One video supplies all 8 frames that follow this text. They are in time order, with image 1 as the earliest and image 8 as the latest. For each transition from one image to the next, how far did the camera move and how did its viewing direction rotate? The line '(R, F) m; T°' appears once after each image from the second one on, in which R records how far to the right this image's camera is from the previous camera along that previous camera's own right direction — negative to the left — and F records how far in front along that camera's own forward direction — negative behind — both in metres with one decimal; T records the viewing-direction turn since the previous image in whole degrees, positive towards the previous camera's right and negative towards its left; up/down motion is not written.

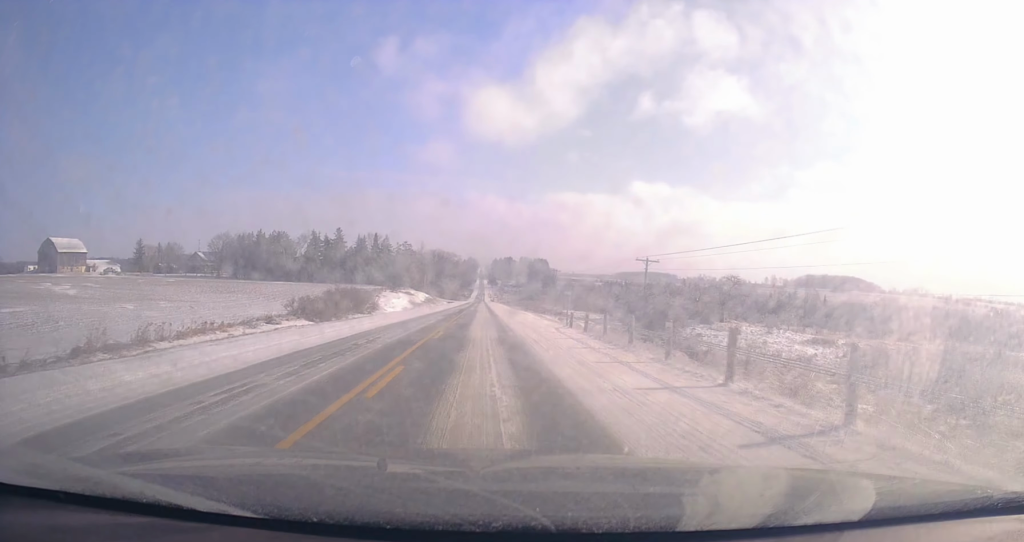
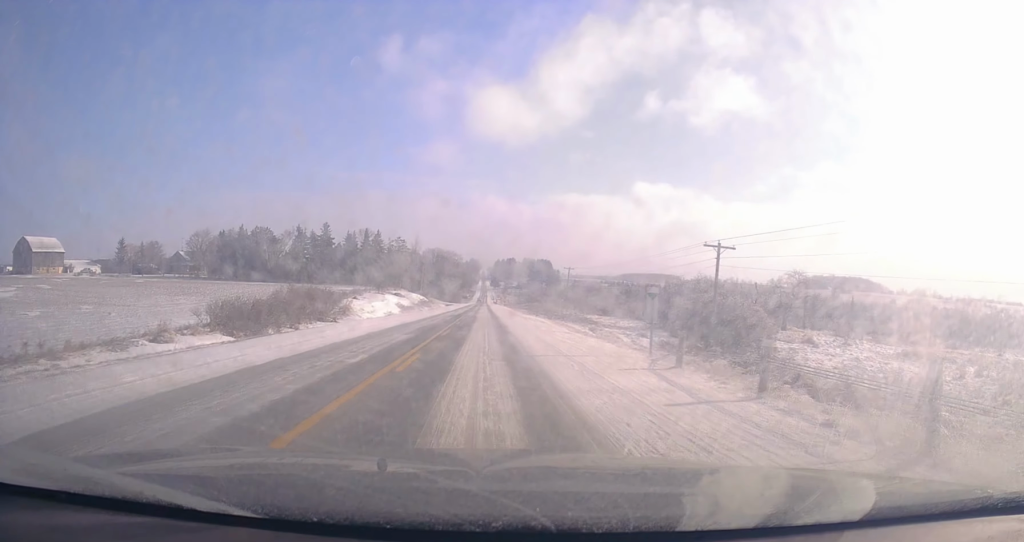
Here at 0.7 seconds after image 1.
(-0.1, +16.0) m; -1°
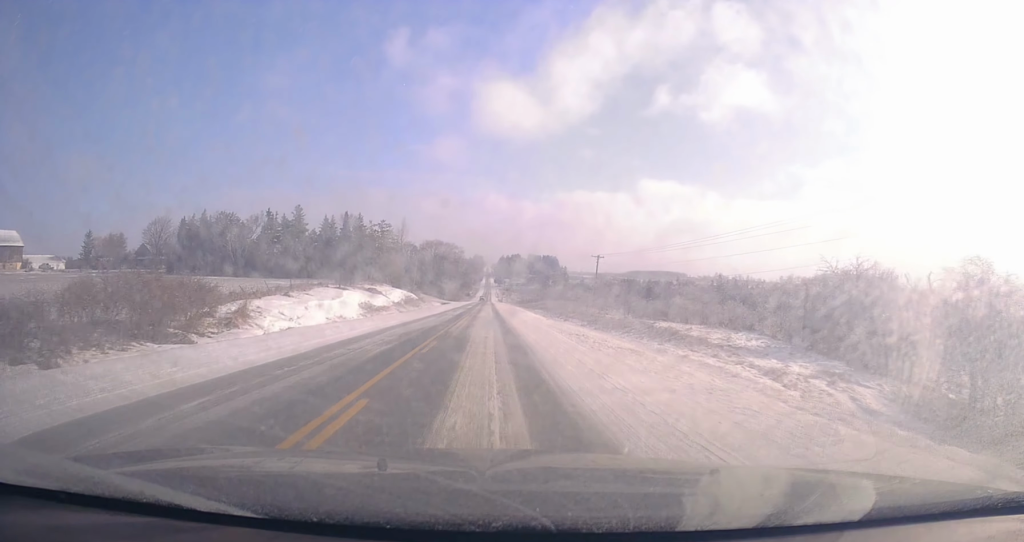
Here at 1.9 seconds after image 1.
(-0.8, +25.5) m; -1°
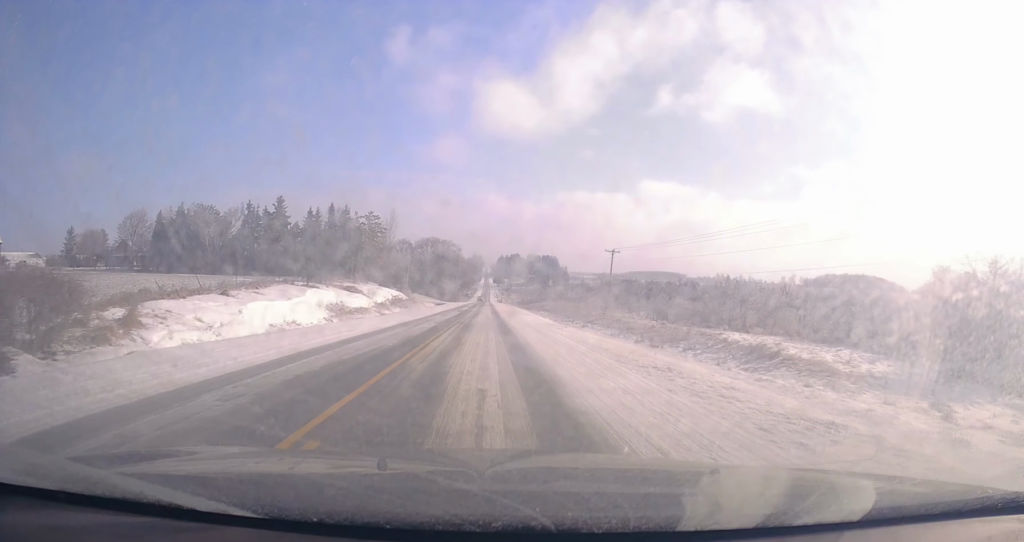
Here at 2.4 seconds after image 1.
(-0.1, +10.7) m; +1°
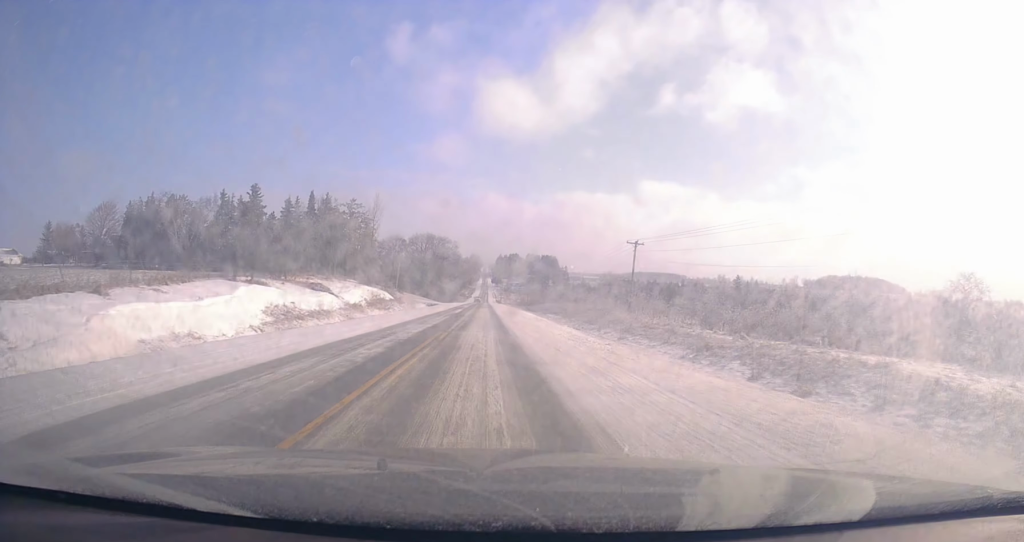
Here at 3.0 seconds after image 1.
(+0.5, +12.7) m; +1°
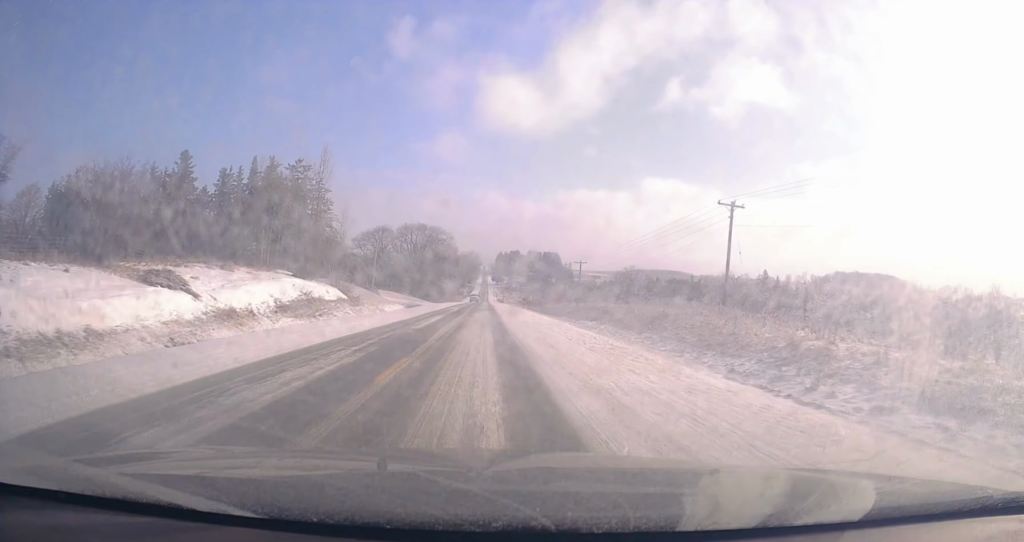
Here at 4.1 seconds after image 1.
(-0.1, +26.4) m; -1°
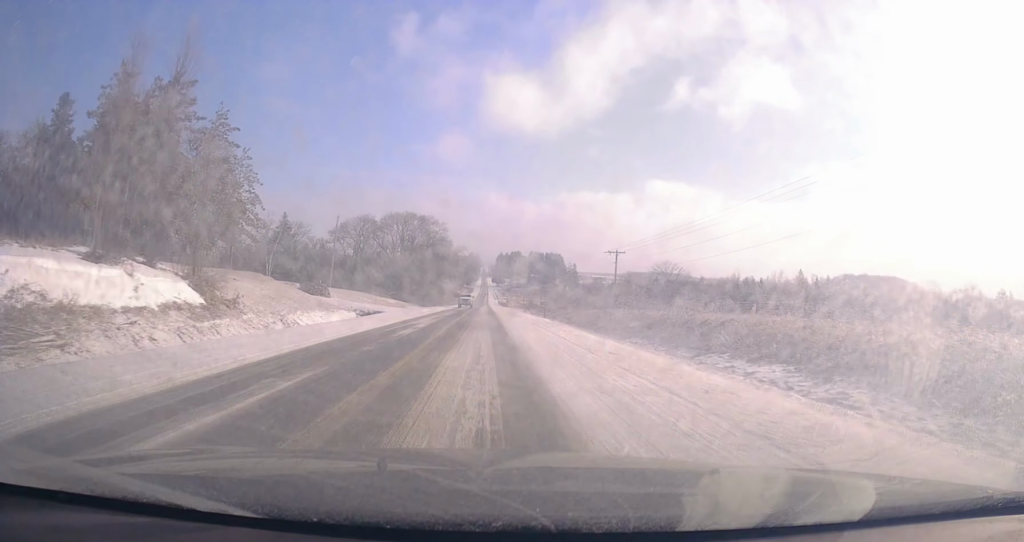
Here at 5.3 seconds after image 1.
(-0.2, +27.4) m; -1°
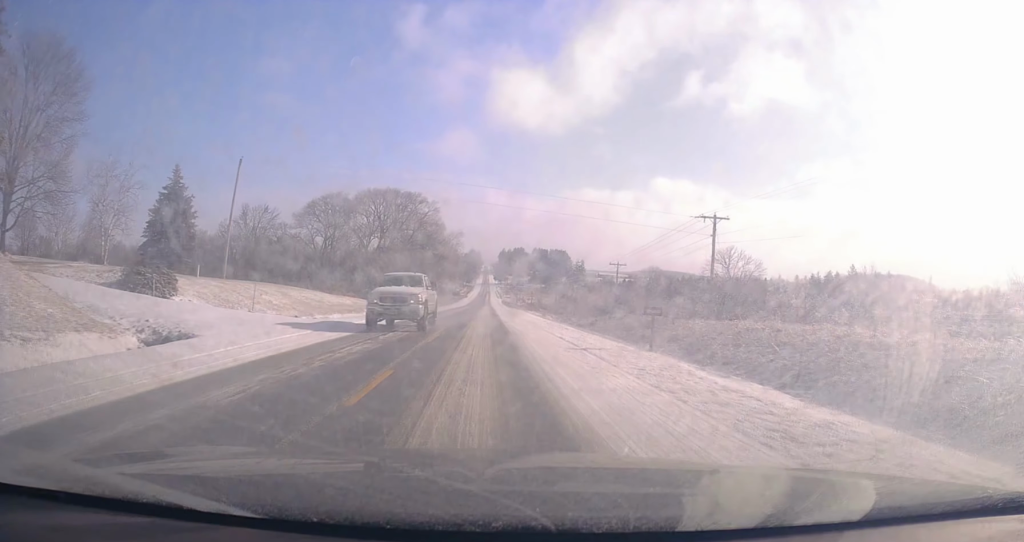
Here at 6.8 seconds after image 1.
(-0.2, +32.0) m; +1°
